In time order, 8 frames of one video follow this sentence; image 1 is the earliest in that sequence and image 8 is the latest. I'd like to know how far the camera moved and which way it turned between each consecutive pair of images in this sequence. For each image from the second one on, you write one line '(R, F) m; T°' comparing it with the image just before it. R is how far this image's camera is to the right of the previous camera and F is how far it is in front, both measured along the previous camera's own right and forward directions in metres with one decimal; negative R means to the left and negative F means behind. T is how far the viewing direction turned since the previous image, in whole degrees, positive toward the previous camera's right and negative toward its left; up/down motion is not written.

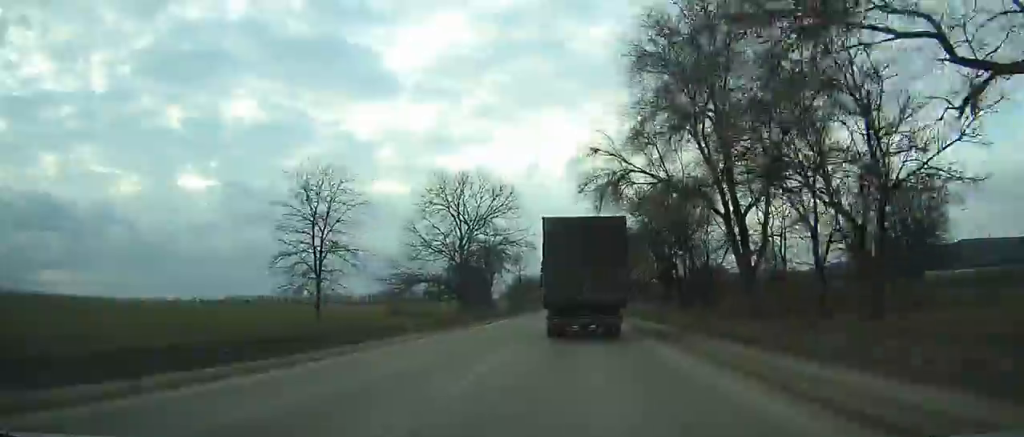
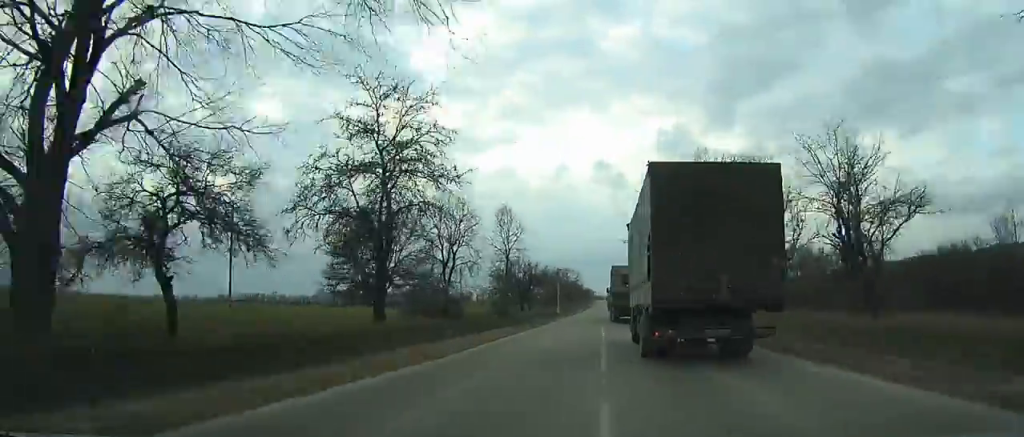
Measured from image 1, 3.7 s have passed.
(-0.5, +62.6) m; -1°
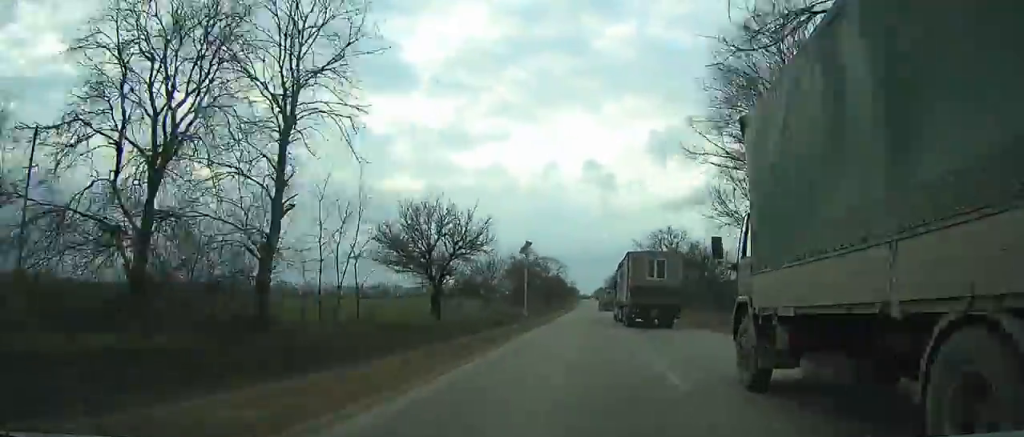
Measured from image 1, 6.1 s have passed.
(-0.1, +48.0) m; 0°
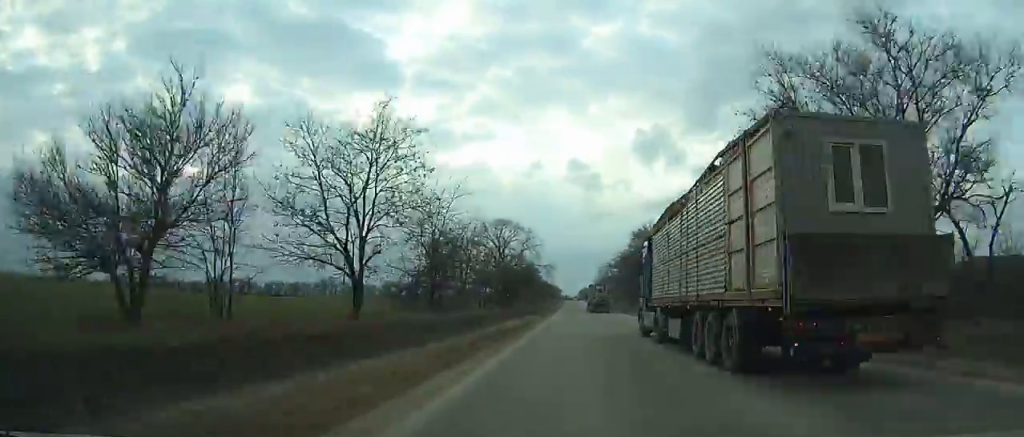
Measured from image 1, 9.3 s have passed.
(+0.8, +73.2) m; +1°
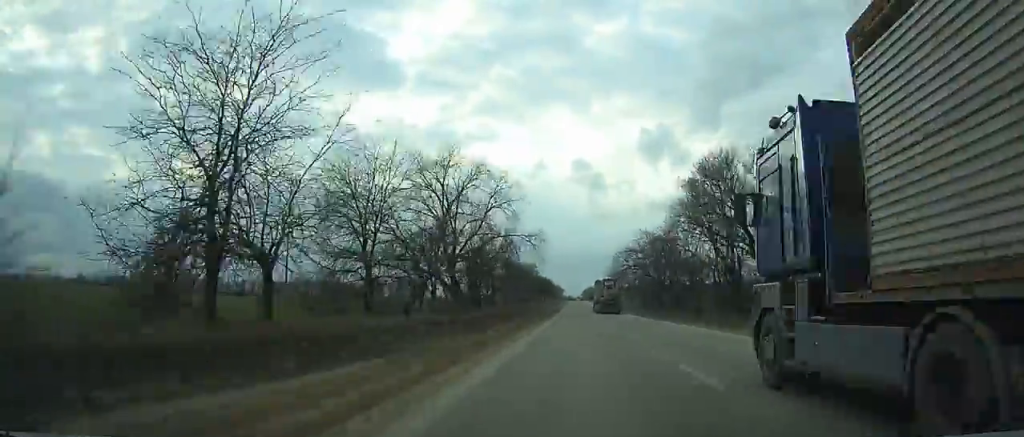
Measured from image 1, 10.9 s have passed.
(+0.3, +40.0) m; 0°
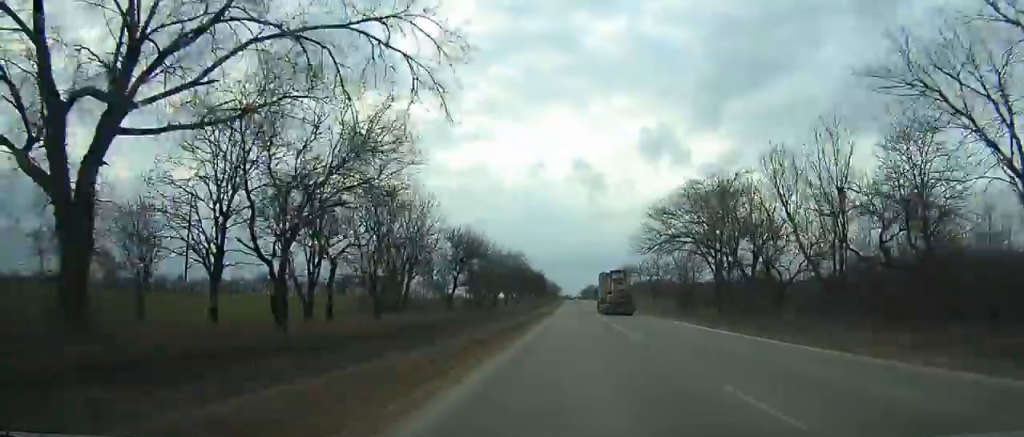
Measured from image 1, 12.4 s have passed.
(-0.3, +40.6) m; 0°
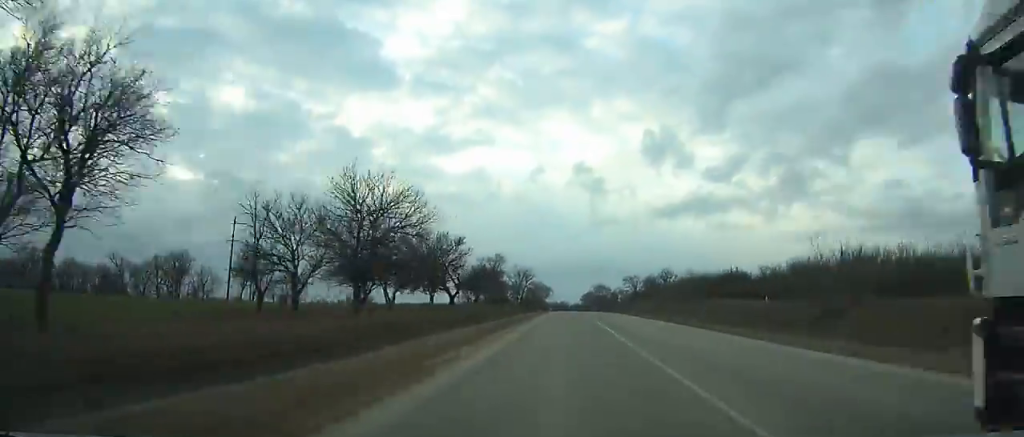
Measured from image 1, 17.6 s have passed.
(+1.9, +147.9) m; +1°
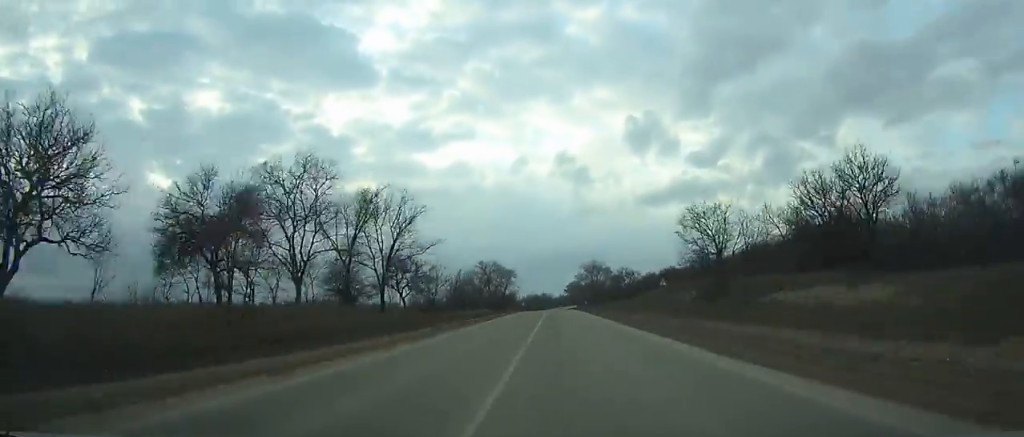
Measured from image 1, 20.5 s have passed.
(+0.4, +83.1) m; 0°
